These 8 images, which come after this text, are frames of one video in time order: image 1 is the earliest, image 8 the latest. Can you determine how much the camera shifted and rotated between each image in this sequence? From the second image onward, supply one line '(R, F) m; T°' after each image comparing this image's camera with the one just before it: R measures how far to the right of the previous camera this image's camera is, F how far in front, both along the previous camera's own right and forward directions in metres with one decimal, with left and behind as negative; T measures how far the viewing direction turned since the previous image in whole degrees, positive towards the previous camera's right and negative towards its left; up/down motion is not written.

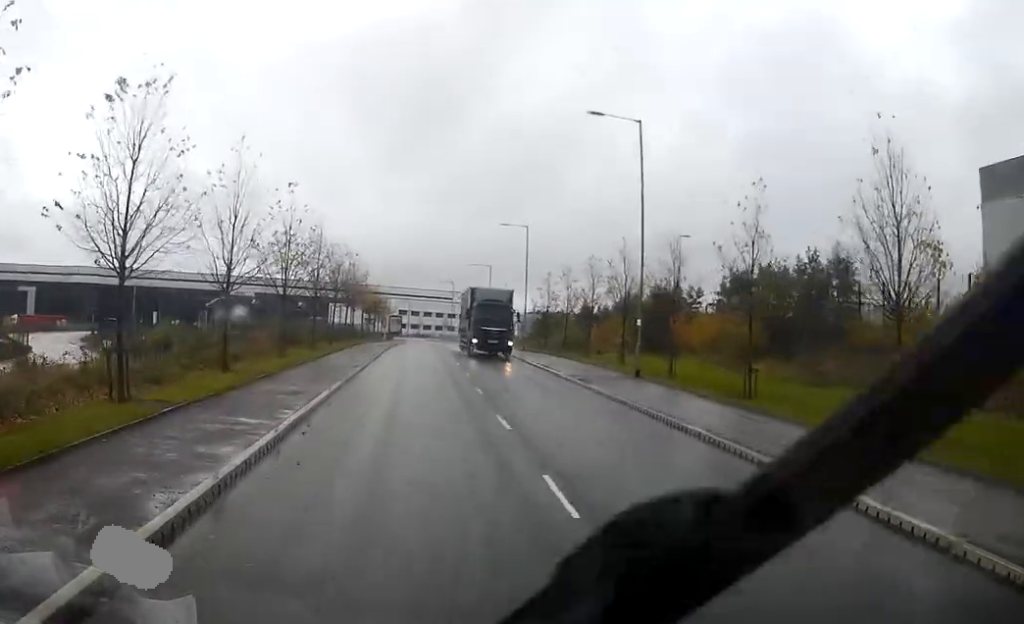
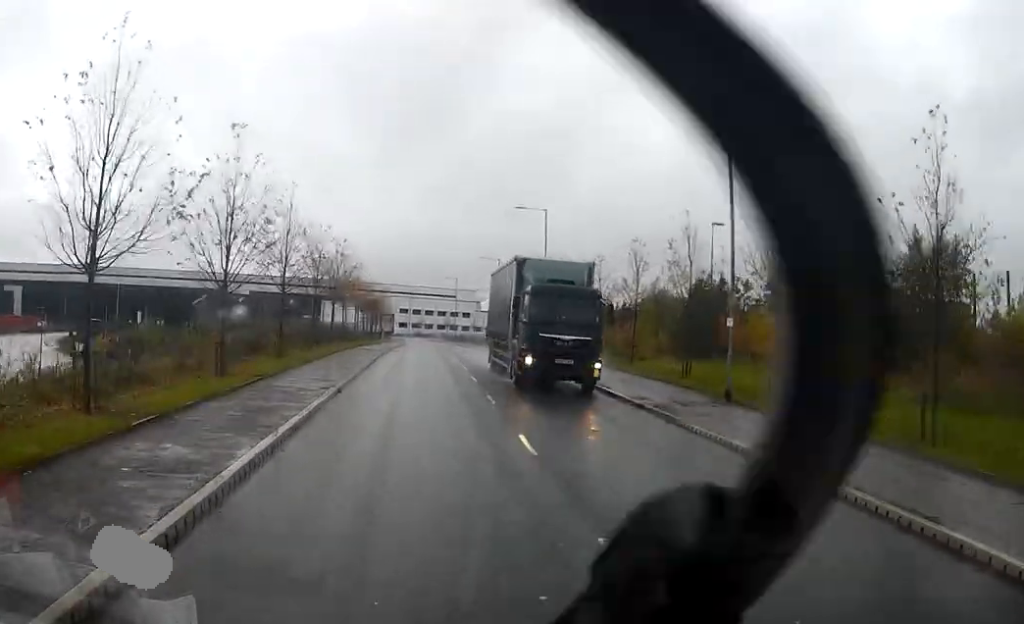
(-0.1, +8.9) m; 0°
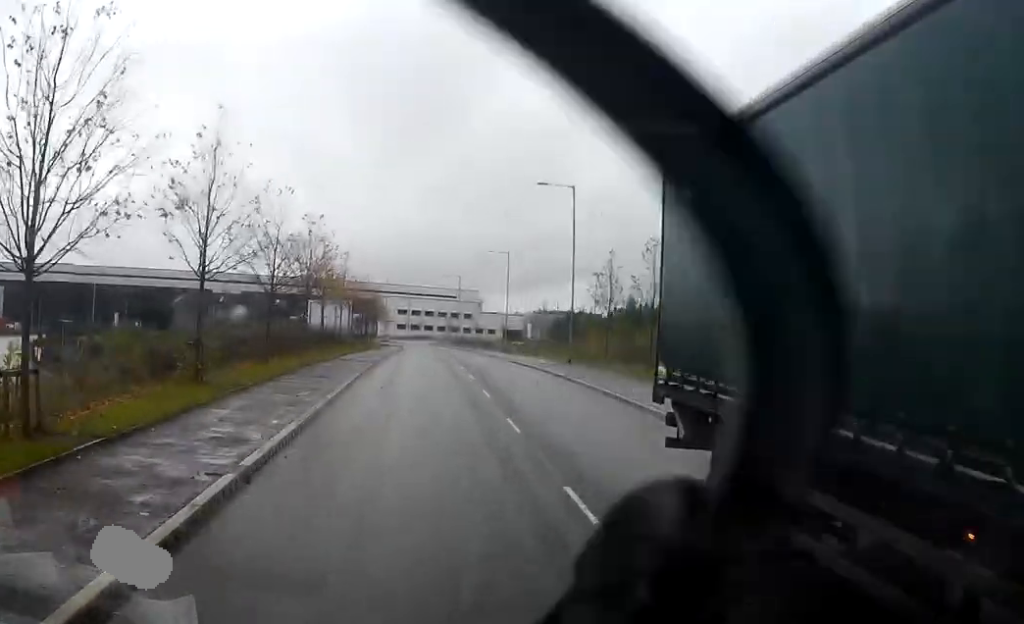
(0.0, +10.2) m; 0°
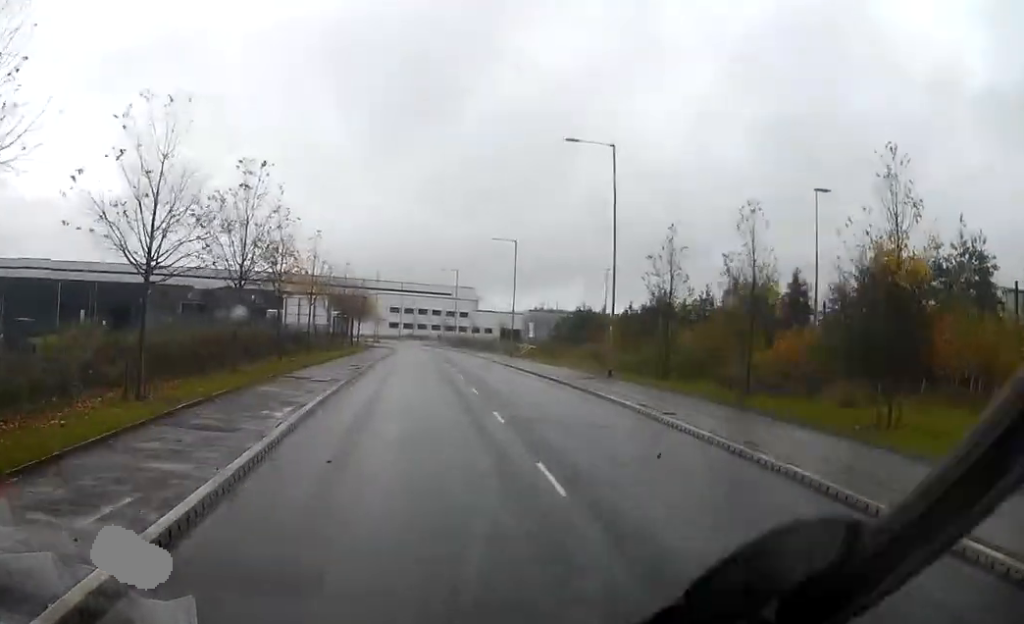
(0.0, +10.7) m; +1°
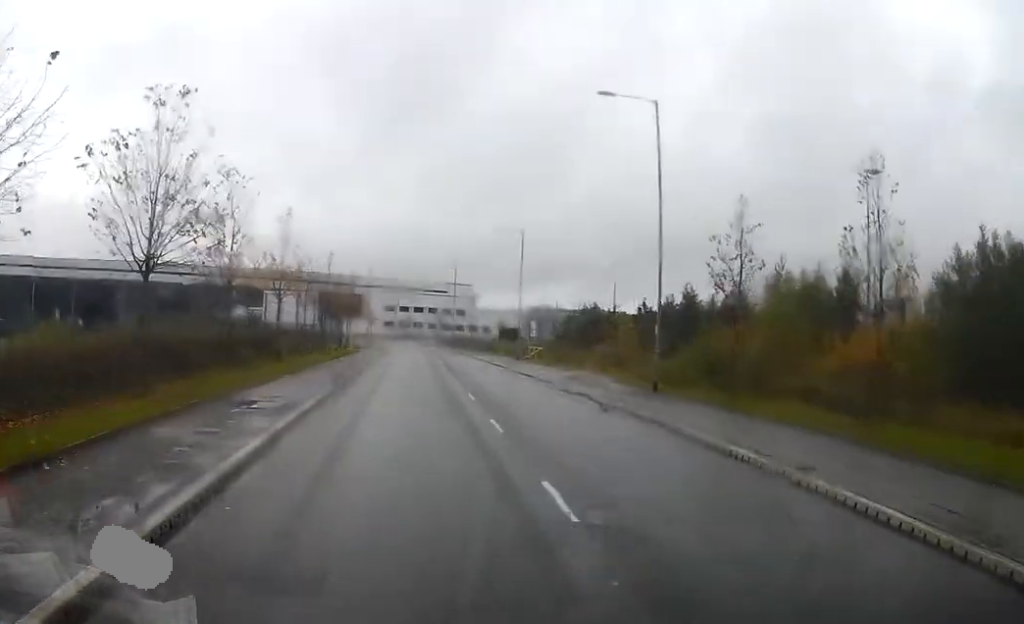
(+0.2, +7.1) m; +1°
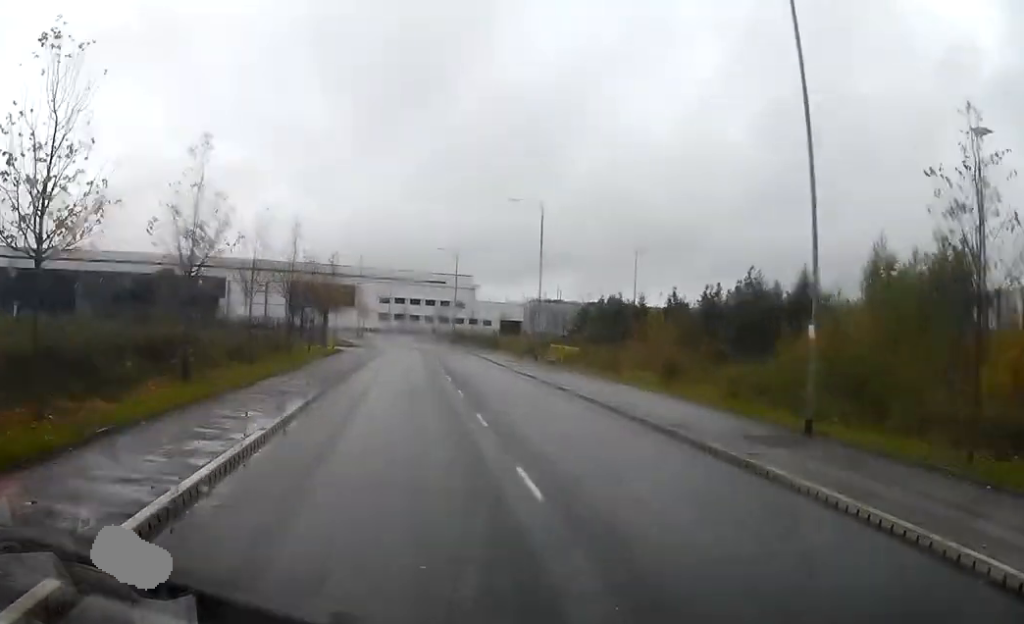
(0.0, +11.4) m; -1°
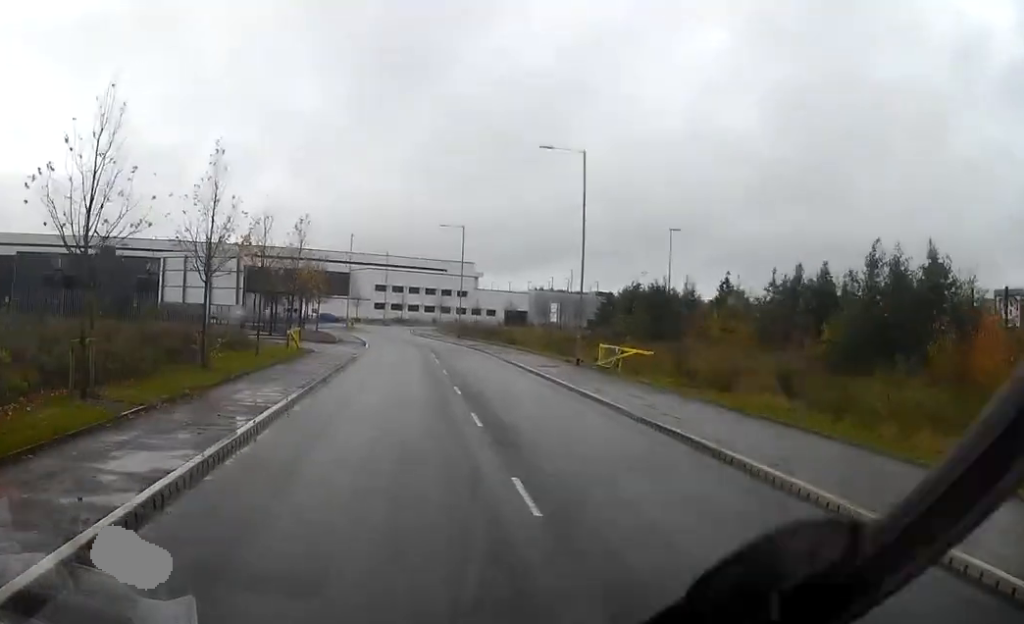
(-0.4, +13.2) m; -2°
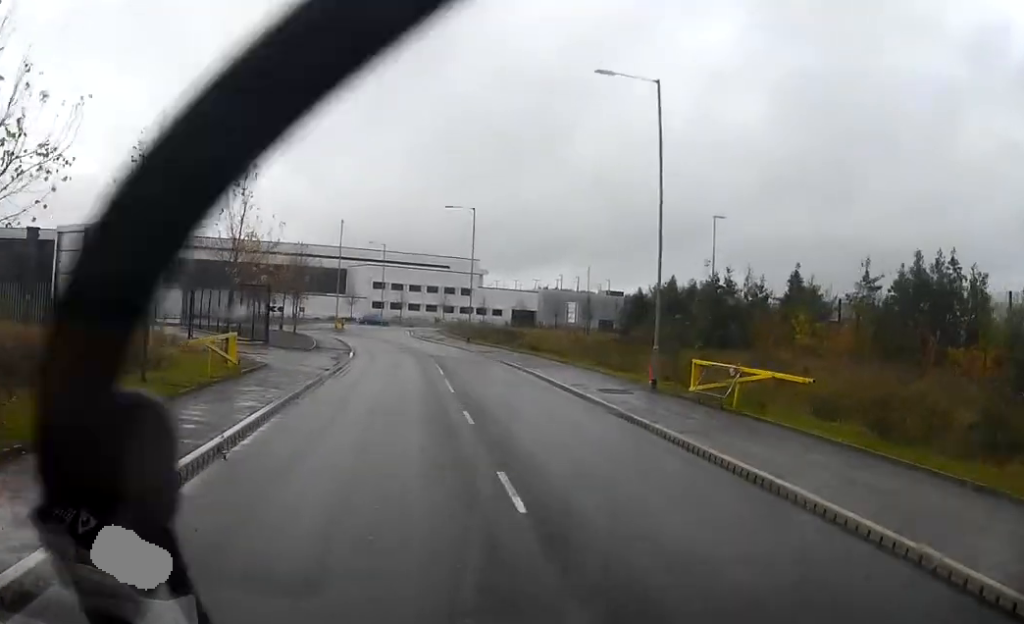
(0.0, +12.0) m; +2°
